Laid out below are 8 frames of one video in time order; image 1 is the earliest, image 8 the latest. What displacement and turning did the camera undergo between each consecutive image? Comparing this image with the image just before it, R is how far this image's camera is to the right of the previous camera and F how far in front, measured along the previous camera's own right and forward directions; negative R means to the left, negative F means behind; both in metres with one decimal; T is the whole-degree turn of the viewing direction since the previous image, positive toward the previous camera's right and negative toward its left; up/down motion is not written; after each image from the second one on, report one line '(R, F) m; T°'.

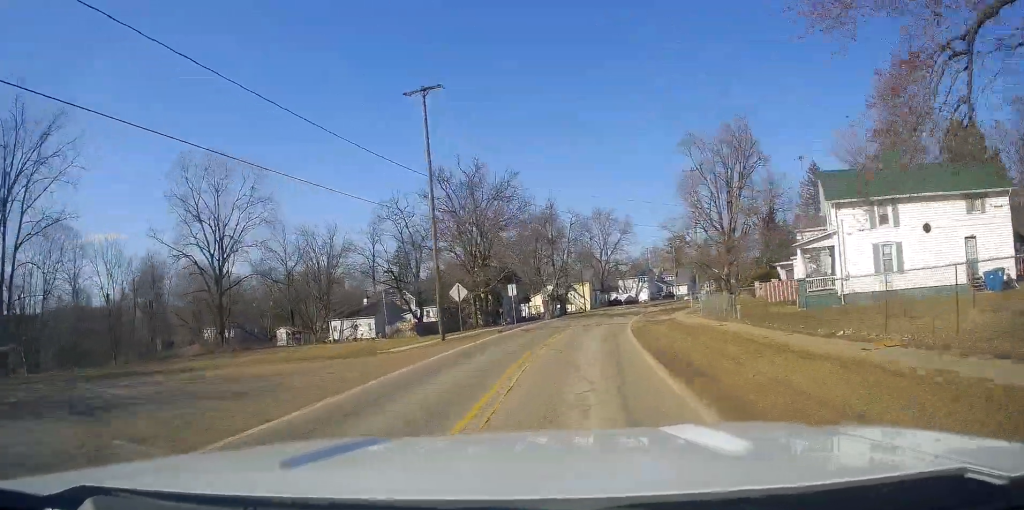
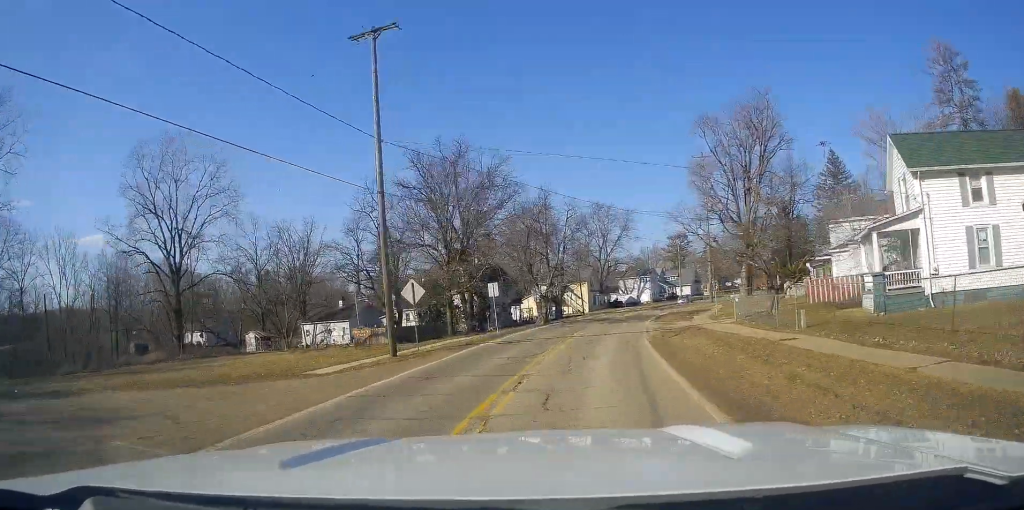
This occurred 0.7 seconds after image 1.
(-0.2, +10.3) m; 0°
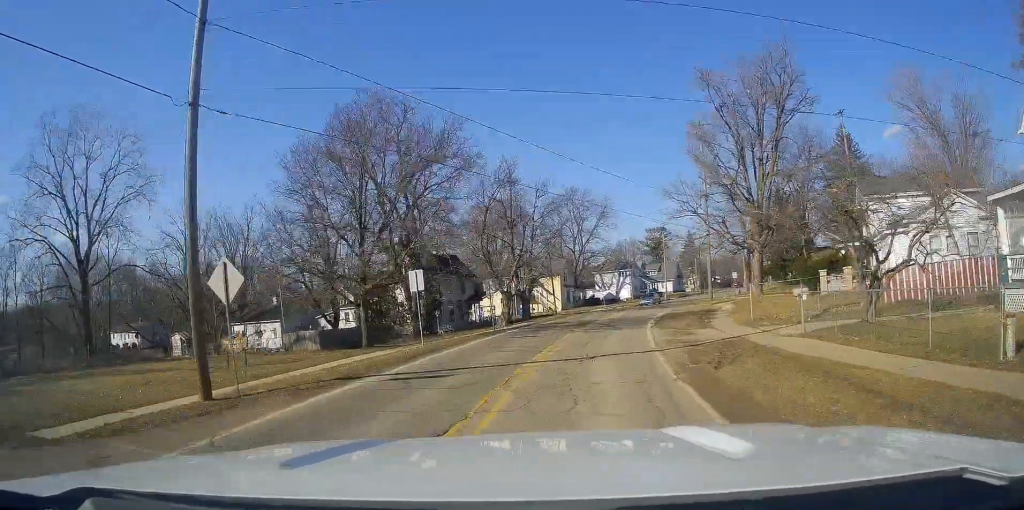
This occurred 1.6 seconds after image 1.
(+0.1, +13.6) m; +1°
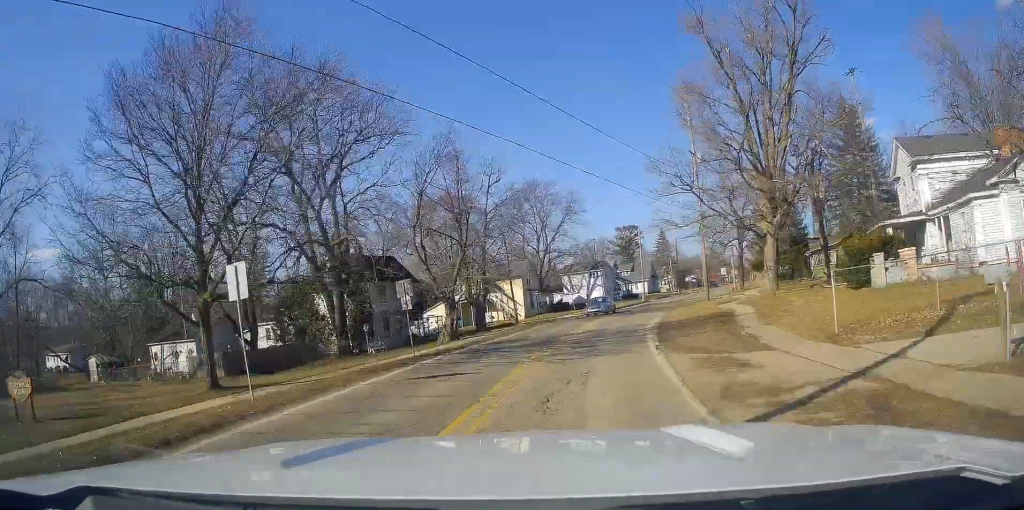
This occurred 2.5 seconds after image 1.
(+0.1, +11.9) m; +1°
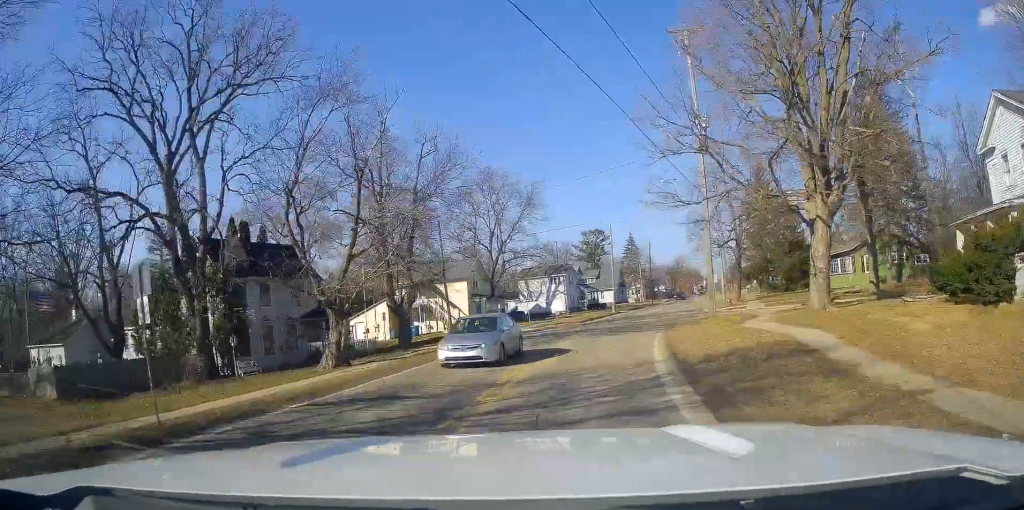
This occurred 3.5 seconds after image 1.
(+0.3, +13.6) m; +4°
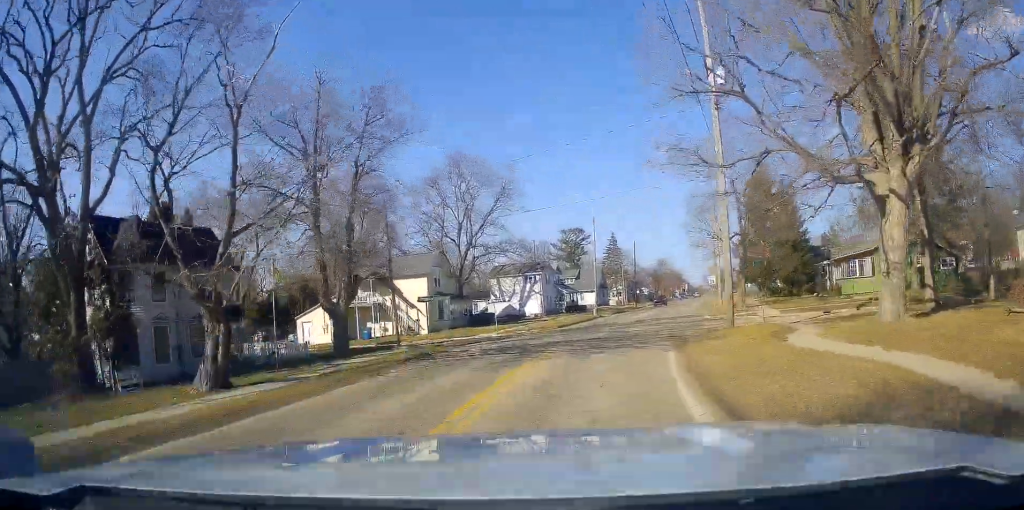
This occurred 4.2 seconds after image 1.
(+0.2, +8.0) m; +3°
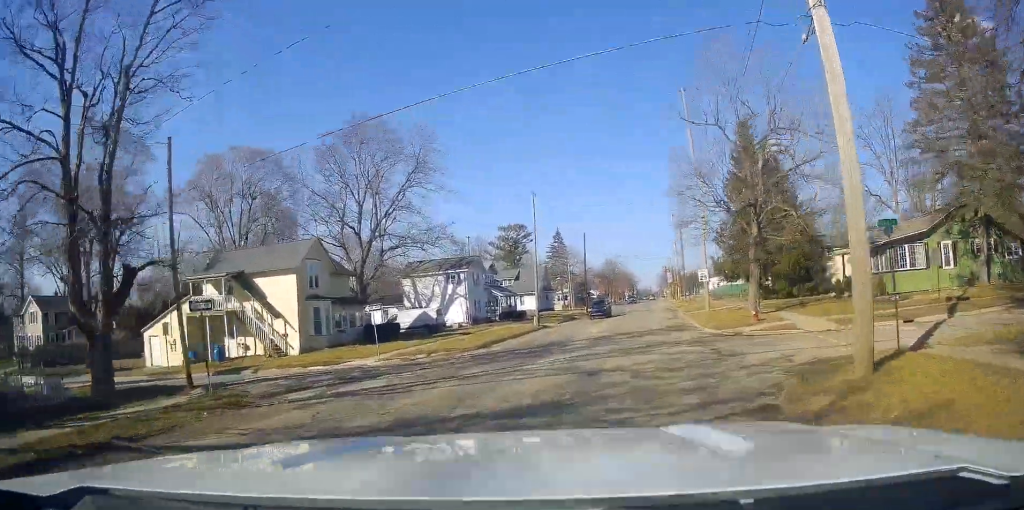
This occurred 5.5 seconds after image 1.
(+0.9, +14.7) m; +5°
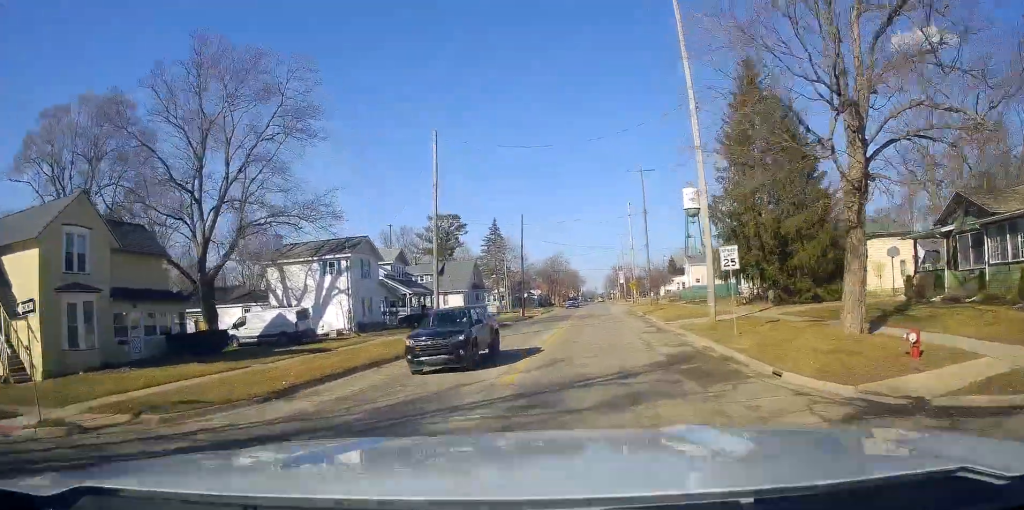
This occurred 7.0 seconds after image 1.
(+0.5, +15.2) m; +3°
